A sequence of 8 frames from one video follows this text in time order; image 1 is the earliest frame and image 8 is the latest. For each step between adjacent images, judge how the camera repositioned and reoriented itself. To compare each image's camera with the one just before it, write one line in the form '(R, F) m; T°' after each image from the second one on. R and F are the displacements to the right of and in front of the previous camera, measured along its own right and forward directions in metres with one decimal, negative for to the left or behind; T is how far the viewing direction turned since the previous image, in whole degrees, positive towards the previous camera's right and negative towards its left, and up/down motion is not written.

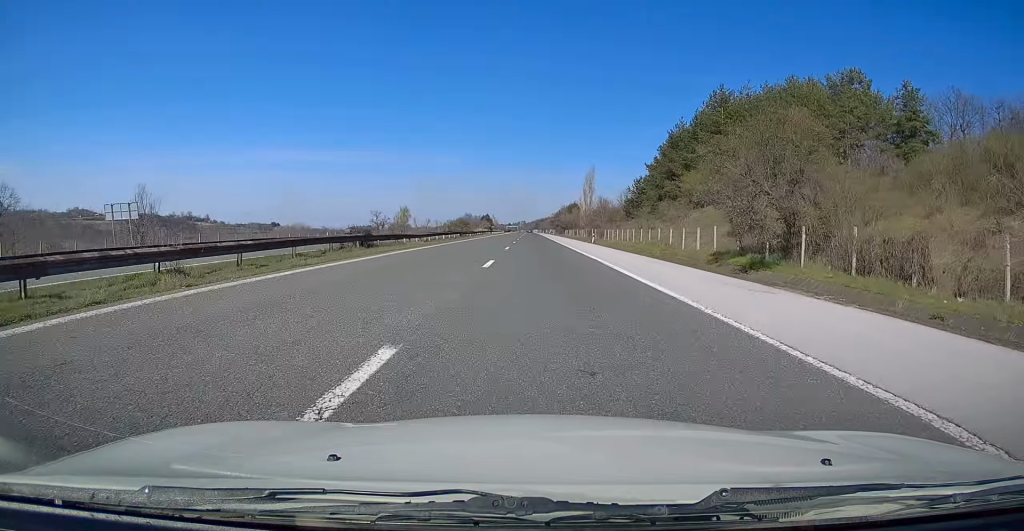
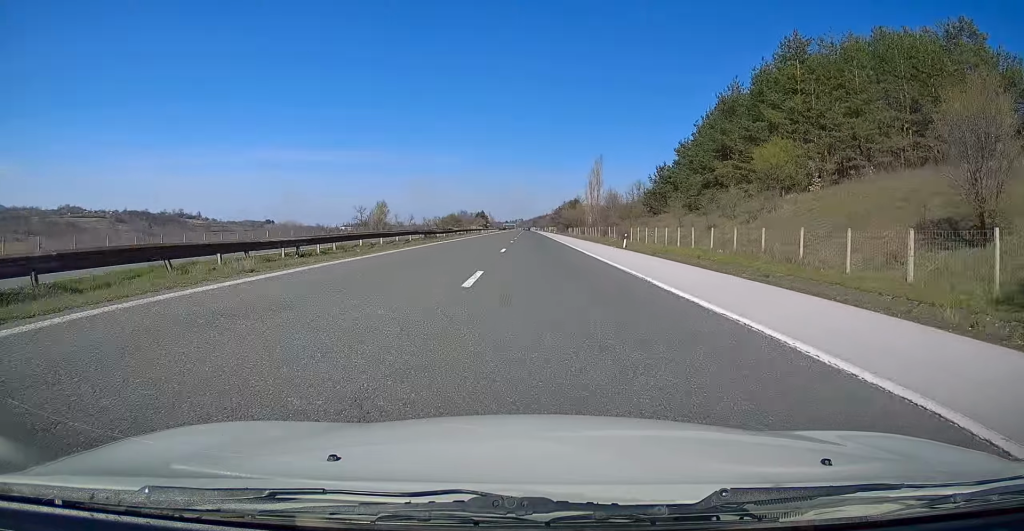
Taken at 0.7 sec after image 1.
(-0.1, +22.3) m; 0°
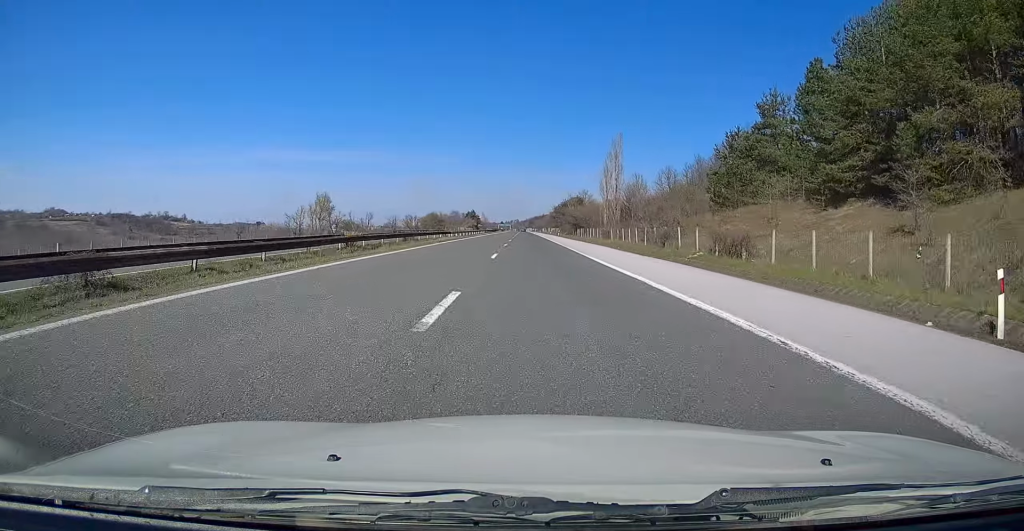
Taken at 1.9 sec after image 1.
(-0.2, +36.6) m; 0°
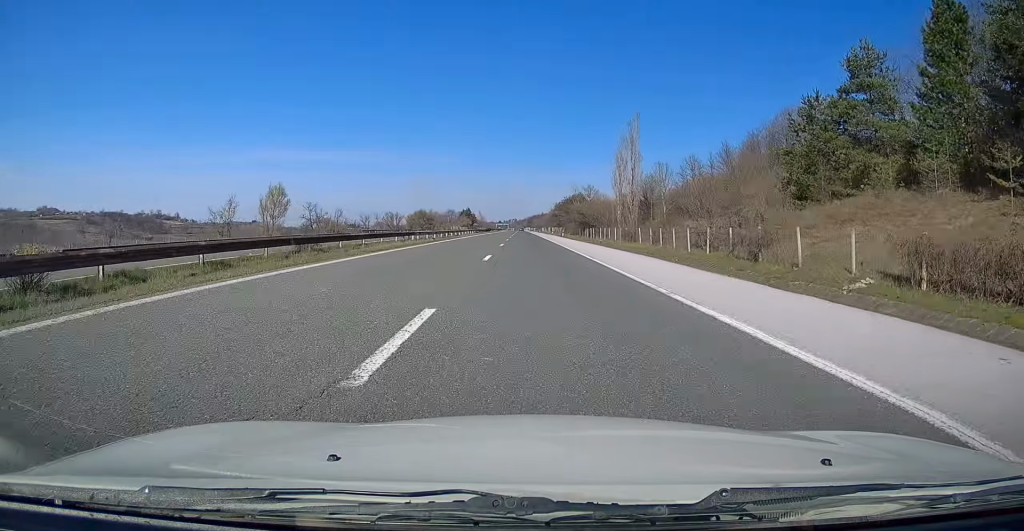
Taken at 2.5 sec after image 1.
(+0.2, +18.3) m; 0°
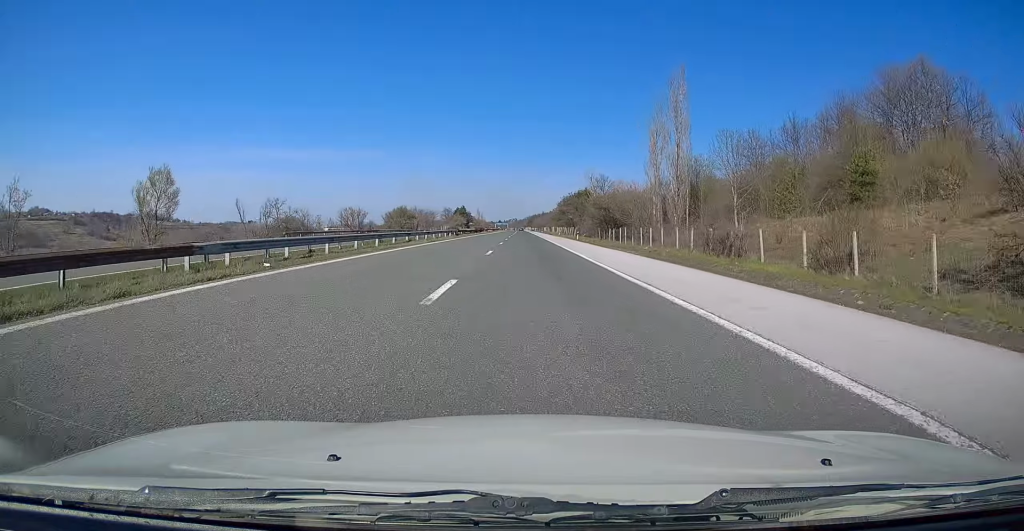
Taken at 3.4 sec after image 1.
(+0.1, +27.4) m; 0°
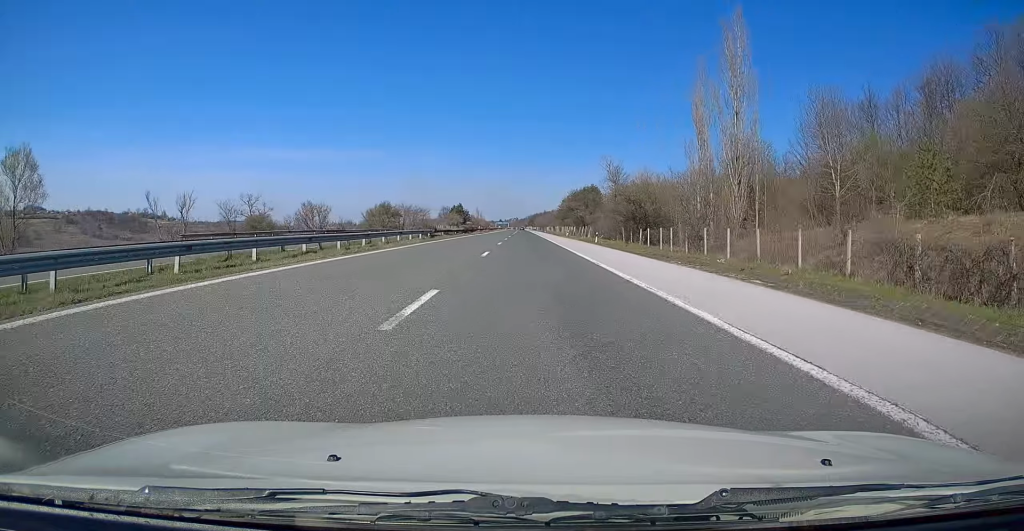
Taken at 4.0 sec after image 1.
(-0.1, +18.3) m; 0°
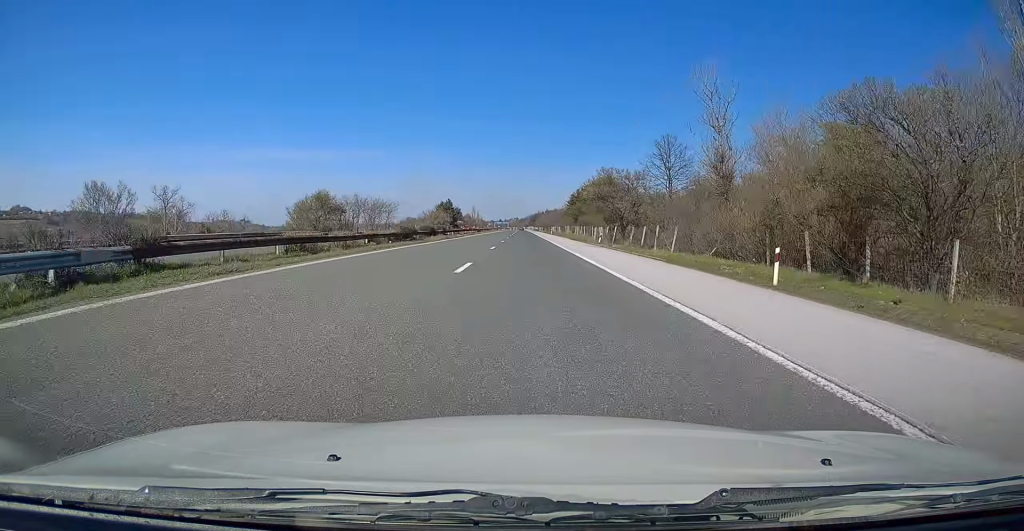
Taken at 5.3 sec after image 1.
(+0.1, +39.8) m; 0°
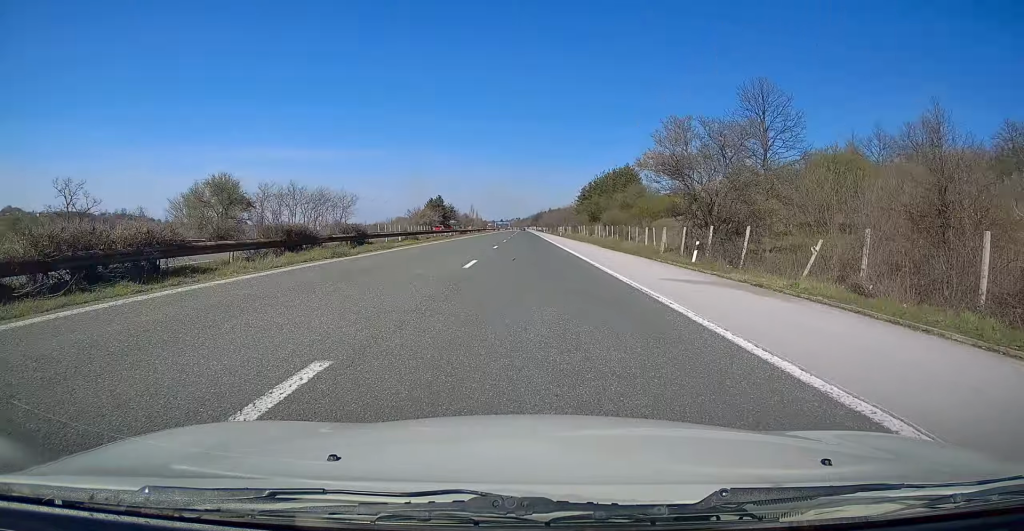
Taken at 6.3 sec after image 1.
(-0.1, +29.8) m; 0°
